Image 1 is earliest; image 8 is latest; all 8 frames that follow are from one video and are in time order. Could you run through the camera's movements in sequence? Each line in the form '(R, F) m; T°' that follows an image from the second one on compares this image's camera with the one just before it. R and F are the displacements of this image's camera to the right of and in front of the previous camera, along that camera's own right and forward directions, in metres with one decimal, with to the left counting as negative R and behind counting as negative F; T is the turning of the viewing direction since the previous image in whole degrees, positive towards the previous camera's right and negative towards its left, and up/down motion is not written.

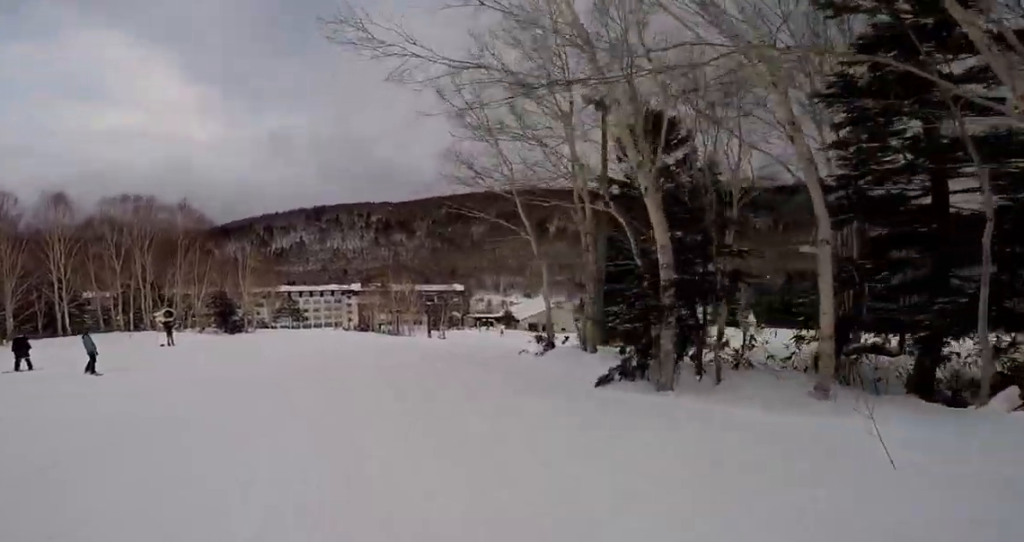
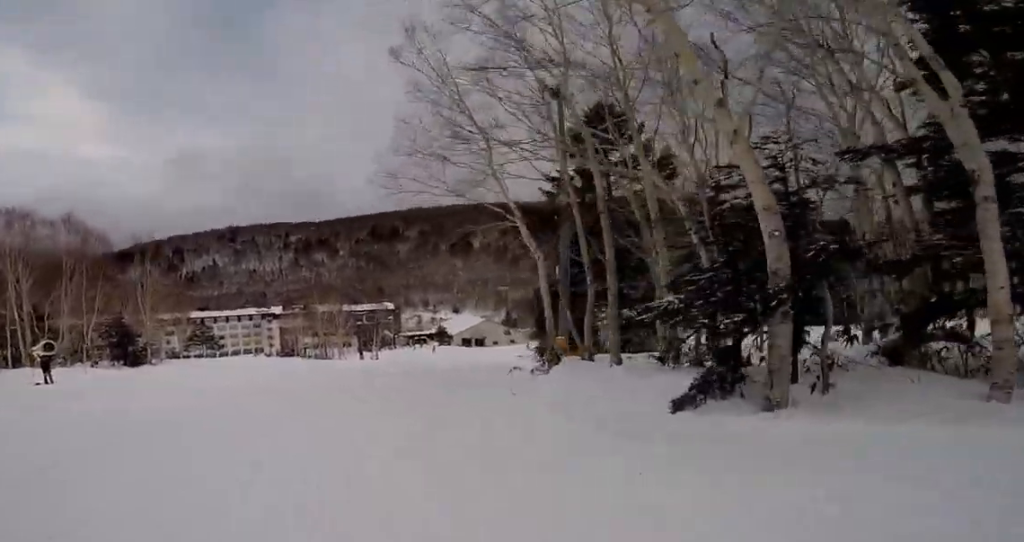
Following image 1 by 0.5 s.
(-0.2, +3.5) m; +7°
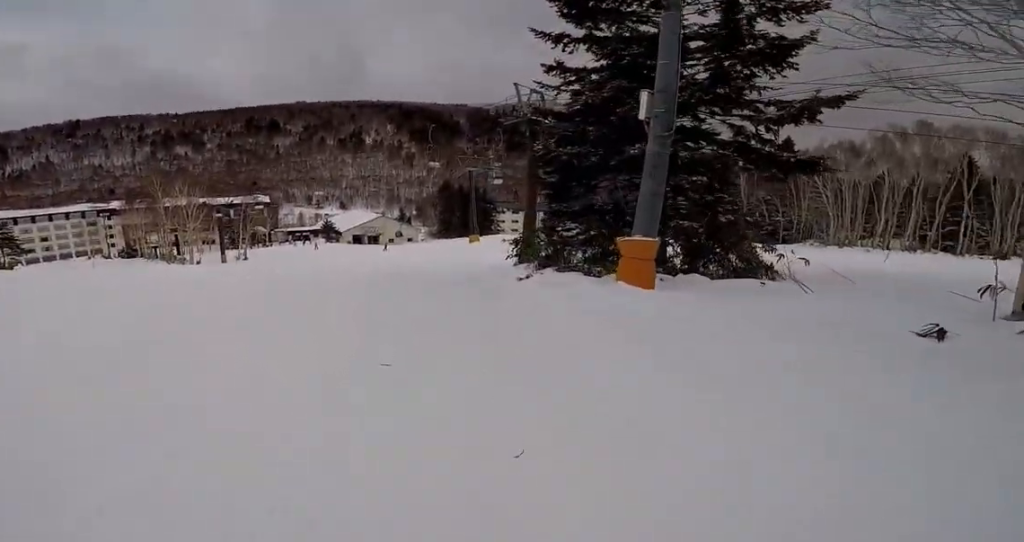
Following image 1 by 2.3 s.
(+3.1, +12.1) m; +16°
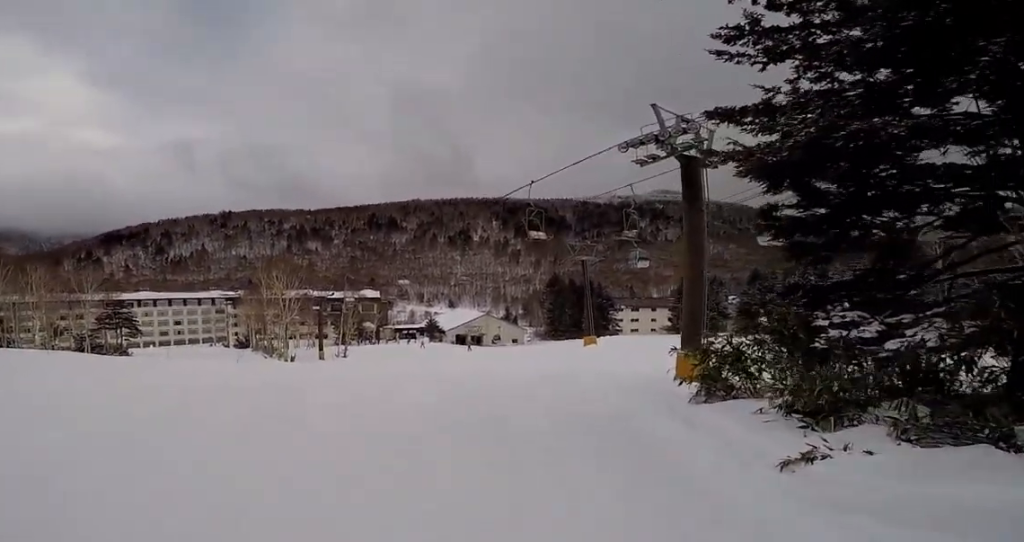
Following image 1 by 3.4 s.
(+0.1, +8.0) m; -14°
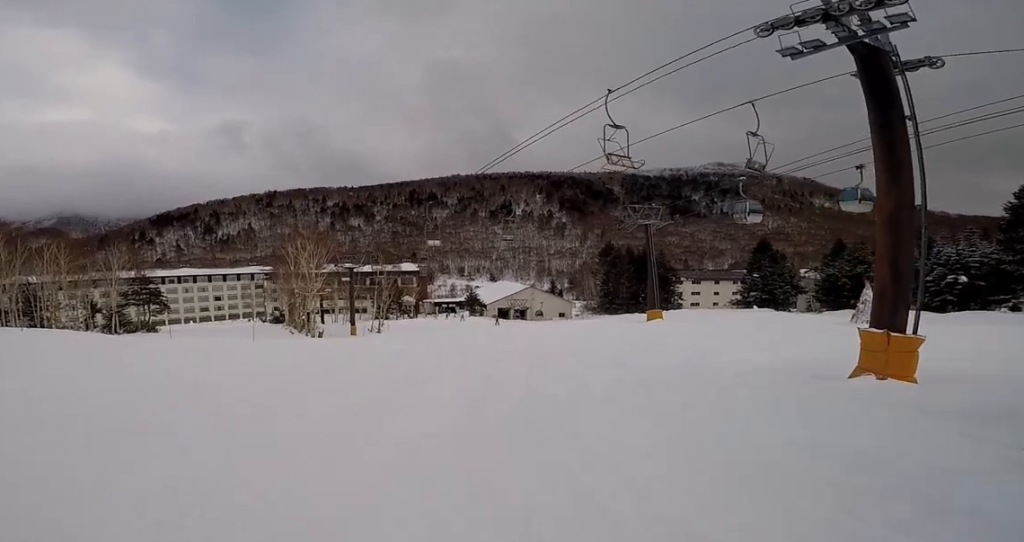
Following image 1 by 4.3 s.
(-1.5, +5.5) m; +1°
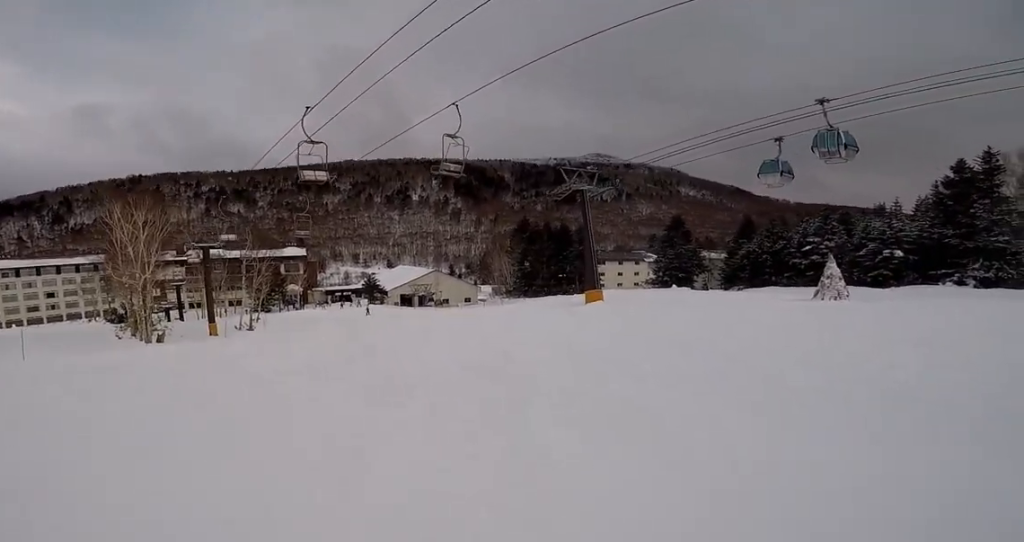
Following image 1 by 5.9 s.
(+2.8, +11.4) m; +15°
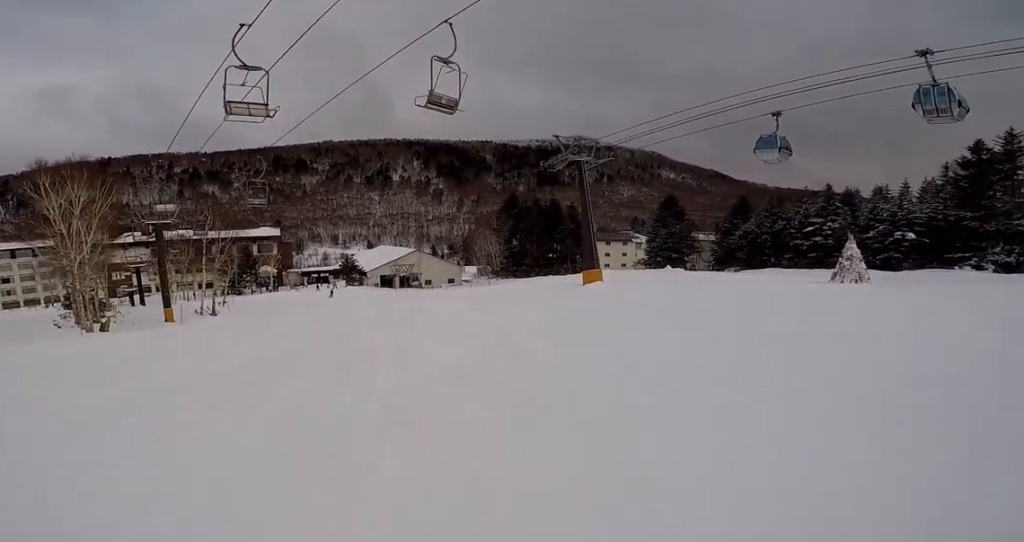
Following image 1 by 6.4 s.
(+0.5, +4.4) m; -5°
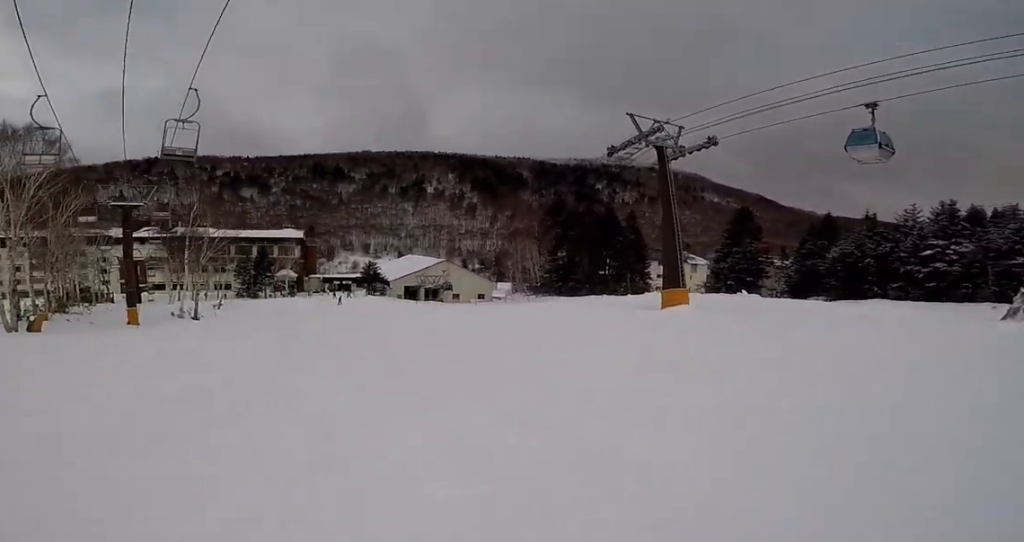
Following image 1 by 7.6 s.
(-1.4, +9.3) m; 0°
